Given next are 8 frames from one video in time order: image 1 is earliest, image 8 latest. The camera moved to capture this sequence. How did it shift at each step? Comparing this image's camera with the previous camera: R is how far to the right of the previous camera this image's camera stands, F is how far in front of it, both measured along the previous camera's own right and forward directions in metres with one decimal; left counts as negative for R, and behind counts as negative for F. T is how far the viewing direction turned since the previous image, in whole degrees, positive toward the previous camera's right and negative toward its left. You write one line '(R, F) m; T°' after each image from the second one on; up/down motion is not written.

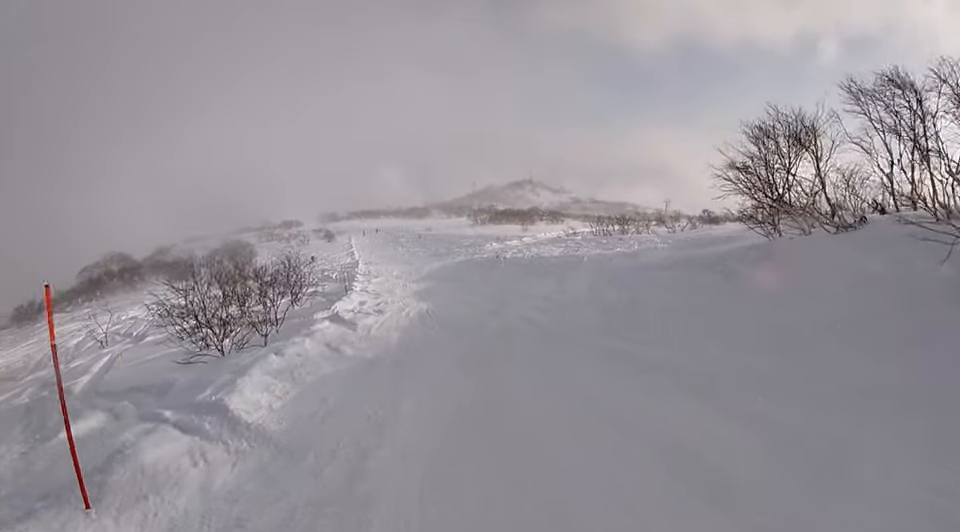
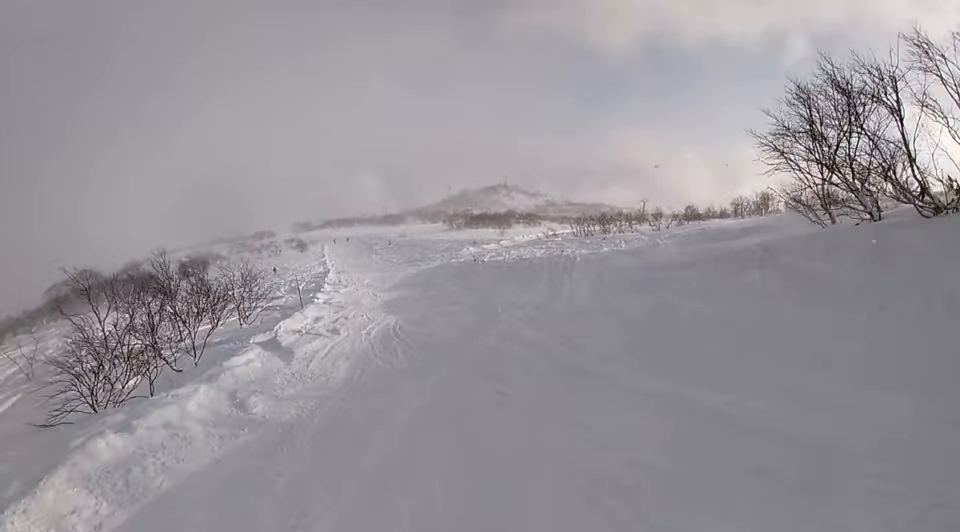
(+0.4, +3.1) m; 0°
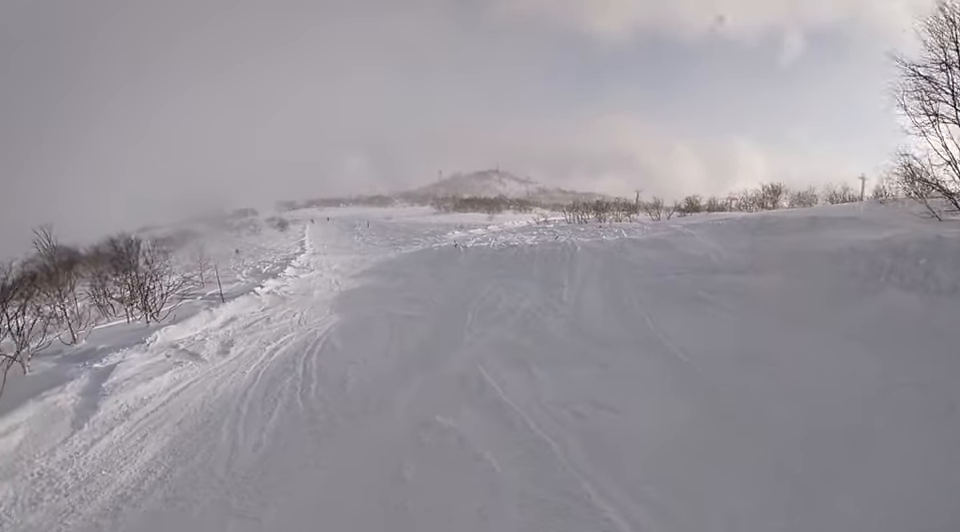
(-0.3, +4.4) m; -3°
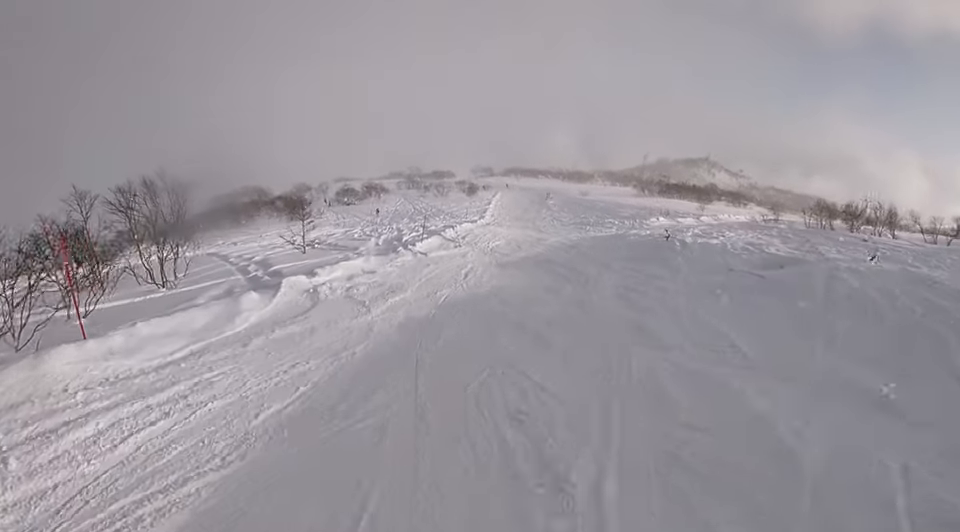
(-0.9, +11.6) m; -17°
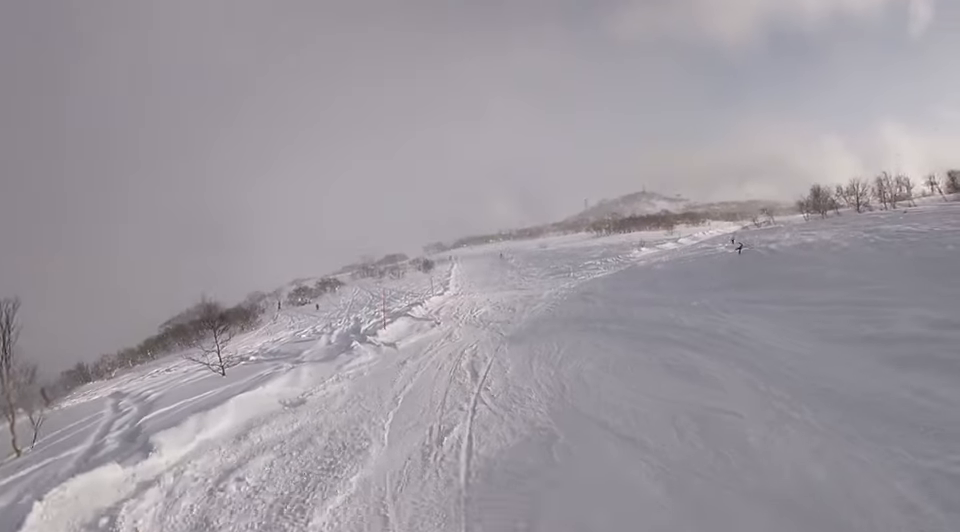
(-1.4, +6.8) m; +5°
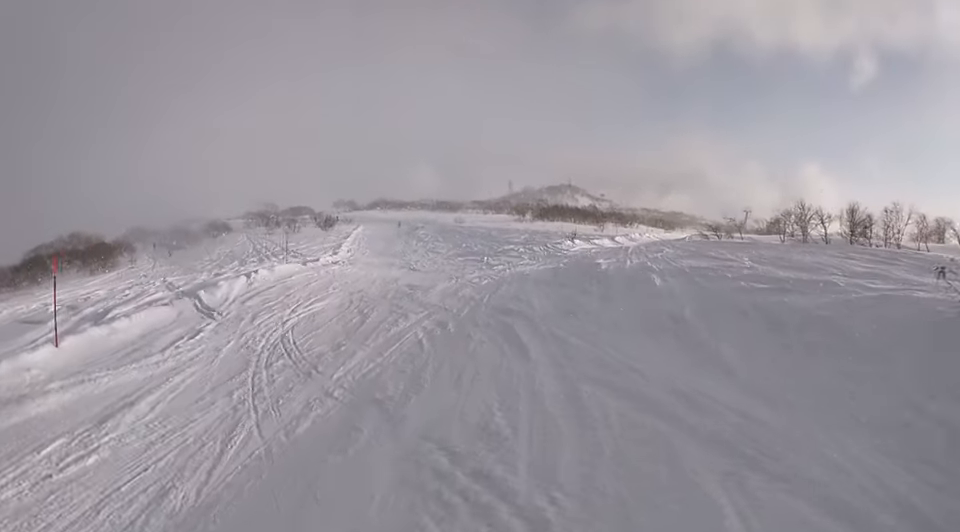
(+2.4, +10.0) m; +12°
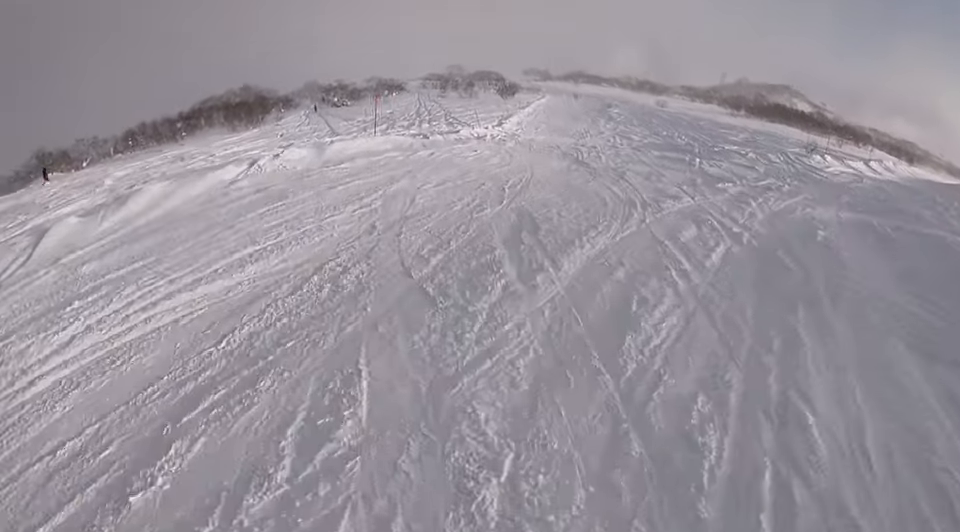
(-1.9, +9.9) m; -20°
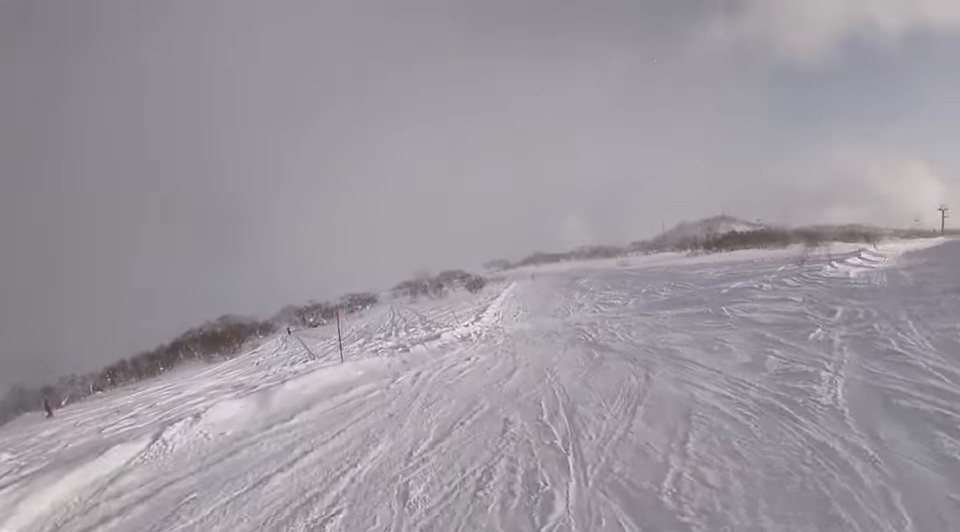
(-0.6, +4.2) m; -5°
